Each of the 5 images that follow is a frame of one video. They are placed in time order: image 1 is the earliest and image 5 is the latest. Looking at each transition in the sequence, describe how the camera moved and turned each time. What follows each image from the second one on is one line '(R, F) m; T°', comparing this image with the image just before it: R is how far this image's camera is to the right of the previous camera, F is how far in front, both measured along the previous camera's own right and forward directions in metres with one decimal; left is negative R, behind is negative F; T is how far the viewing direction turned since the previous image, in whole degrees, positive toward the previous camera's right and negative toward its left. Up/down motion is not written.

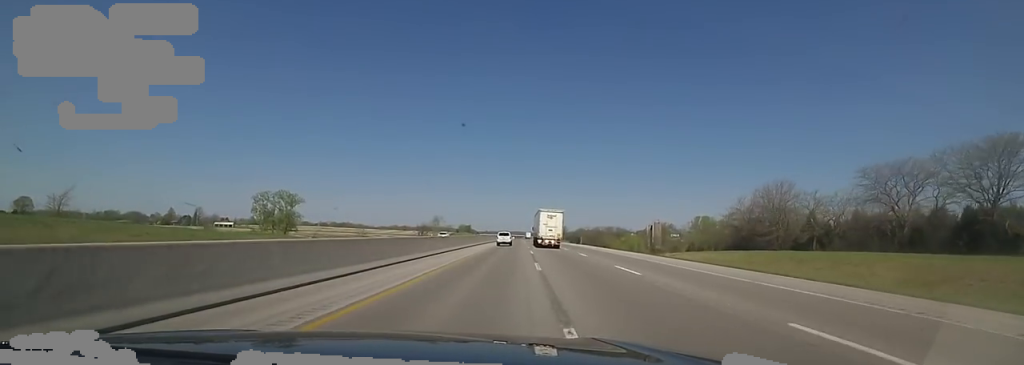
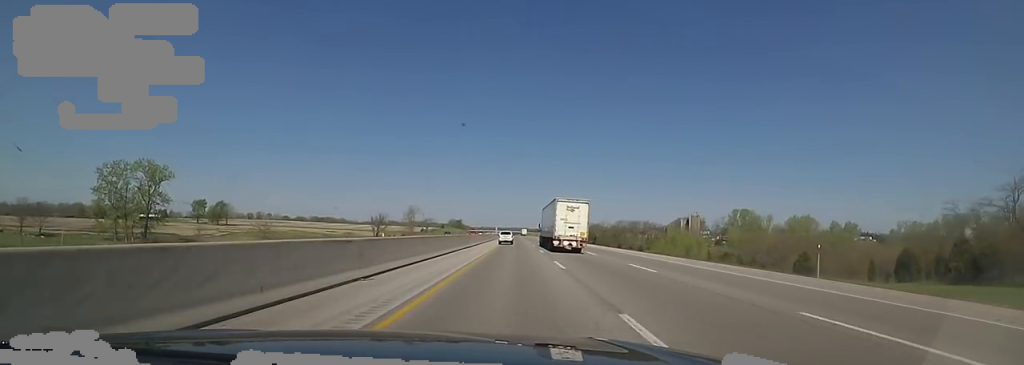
(+0.2, +75.4) m; 0°
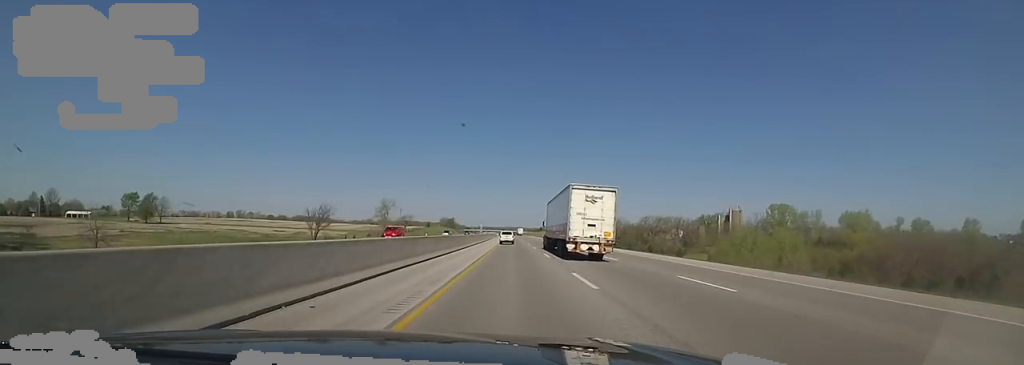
(-0.4, +52.4) m; 0°
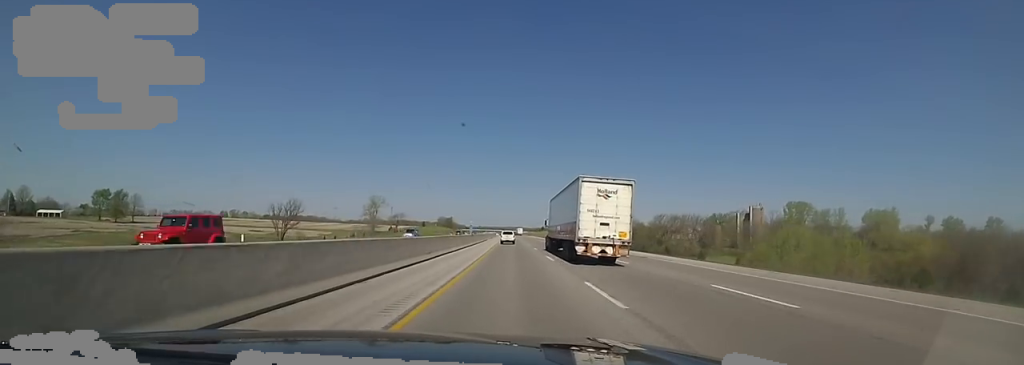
(0.0, +18.3) m; 0°
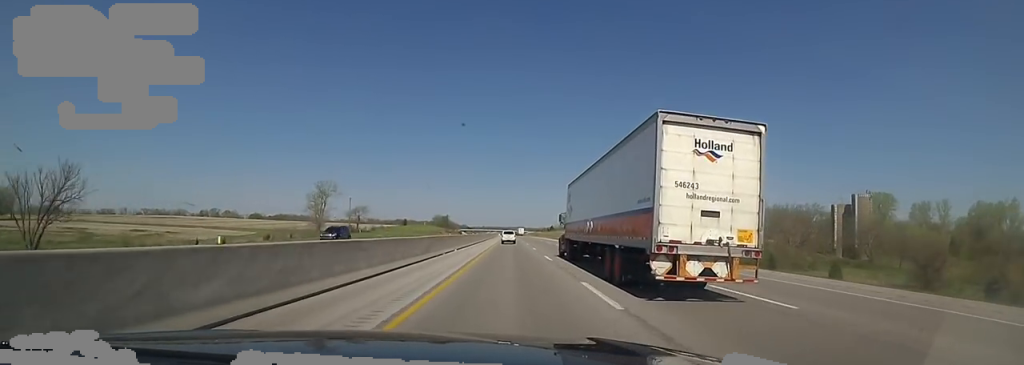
(+0.5, +60.8) m; 0°
